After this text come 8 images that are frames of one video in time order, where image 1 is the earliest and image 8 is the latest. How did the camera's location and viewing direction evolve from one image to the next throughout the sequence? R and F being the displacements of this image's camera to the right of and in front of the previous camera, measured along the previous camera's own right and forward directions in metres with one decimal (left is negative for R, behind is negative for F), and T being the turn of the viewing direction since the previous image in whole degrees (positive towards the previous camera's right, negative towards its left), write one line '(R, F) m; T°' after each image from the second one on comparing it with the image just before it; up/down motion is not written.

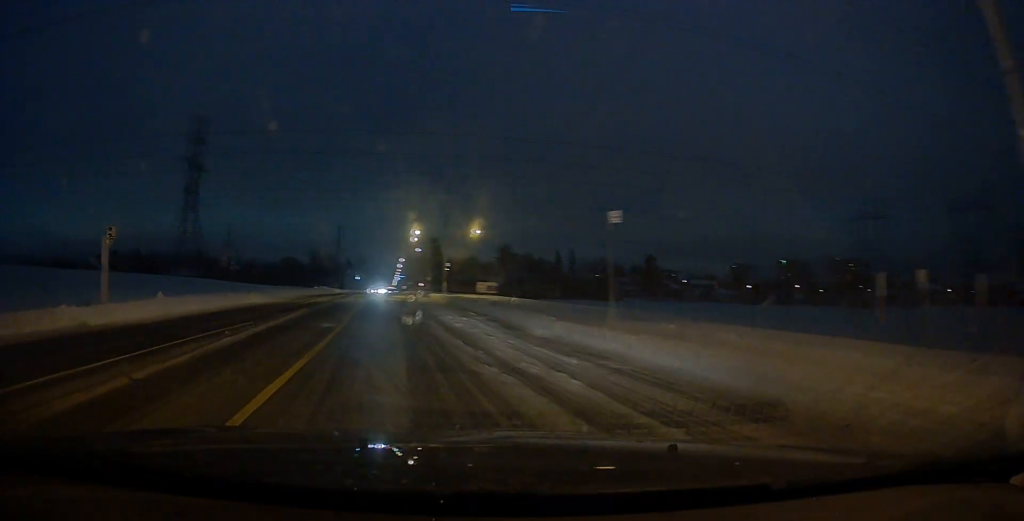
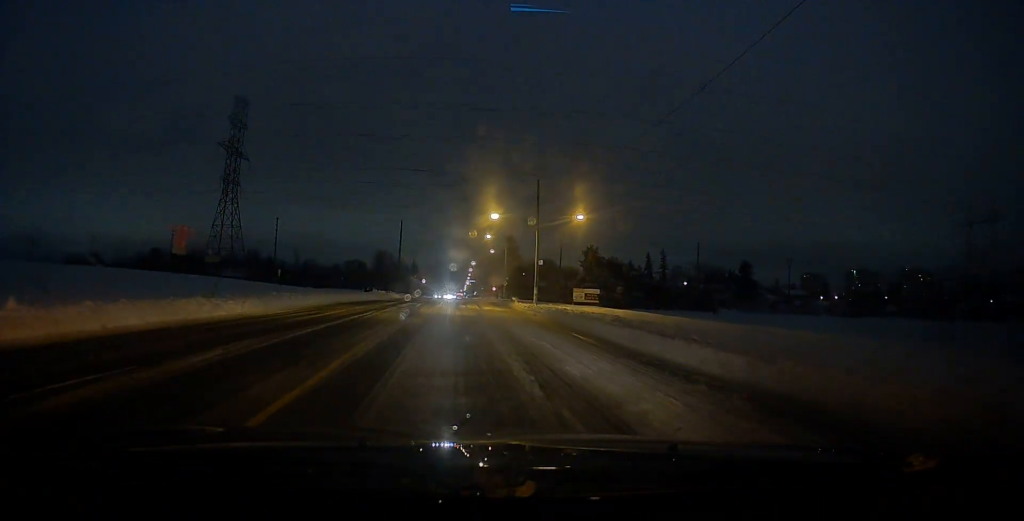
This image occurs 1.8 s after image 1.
(-3.3, +15.2) m; -16°
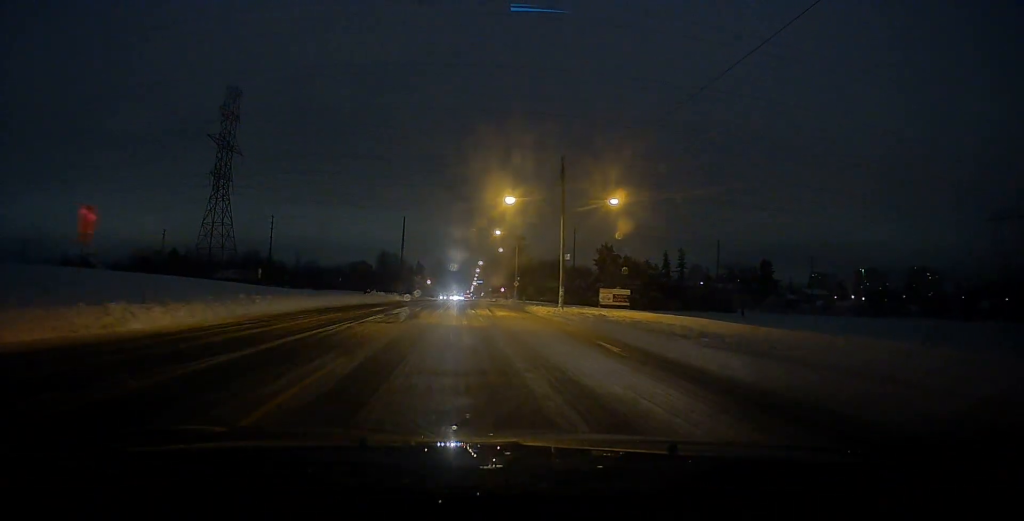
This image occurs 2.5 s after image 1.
(-0.3, +7.1) m; -1°
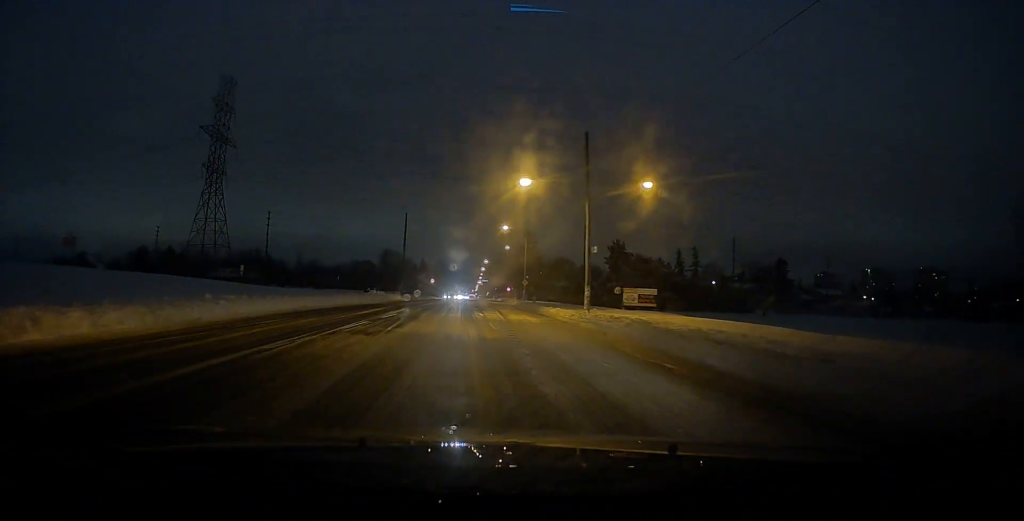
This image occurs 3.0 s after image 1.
(-0.4, +5.0) m; 0°
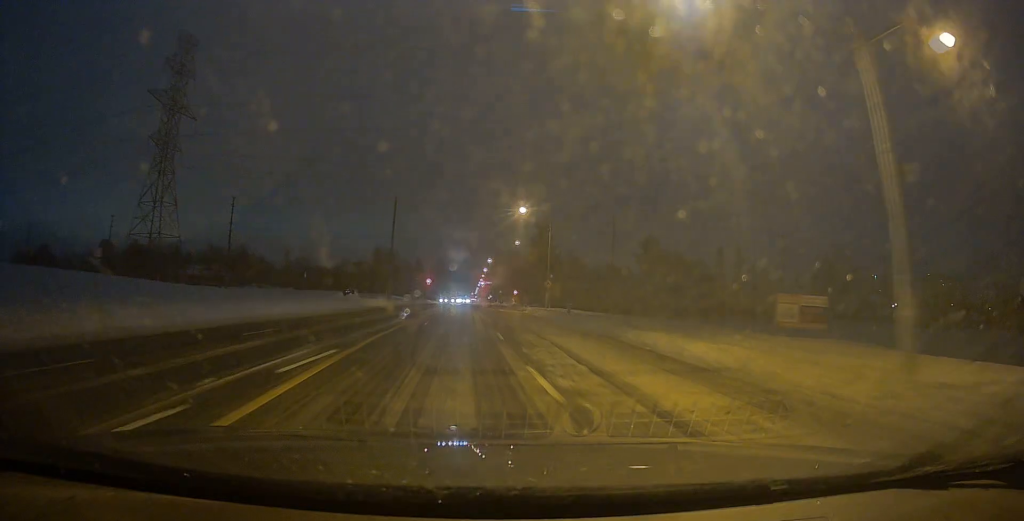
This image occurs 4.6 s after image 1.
(+0.6, +19.1) m; 0°
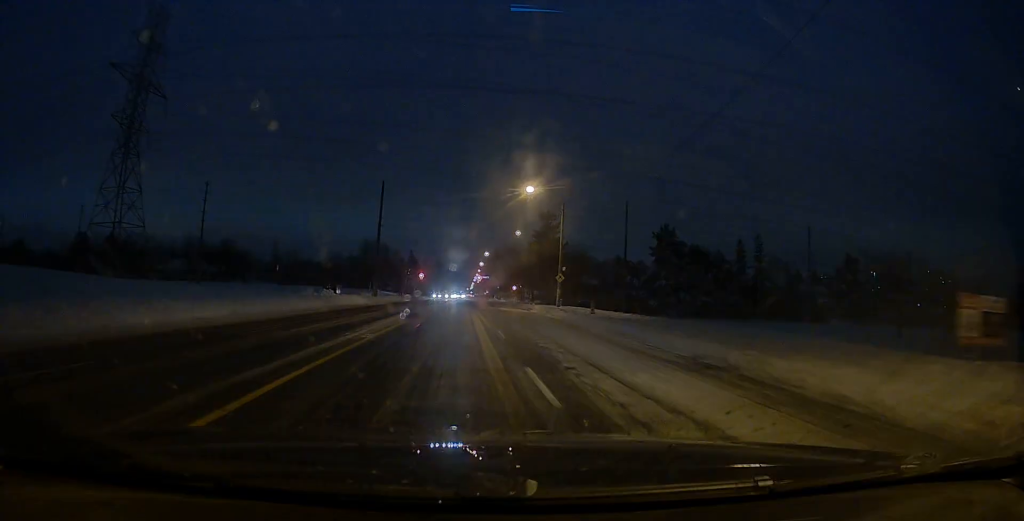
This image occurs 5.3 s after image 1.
(-0.2, +9.0) m; -1°
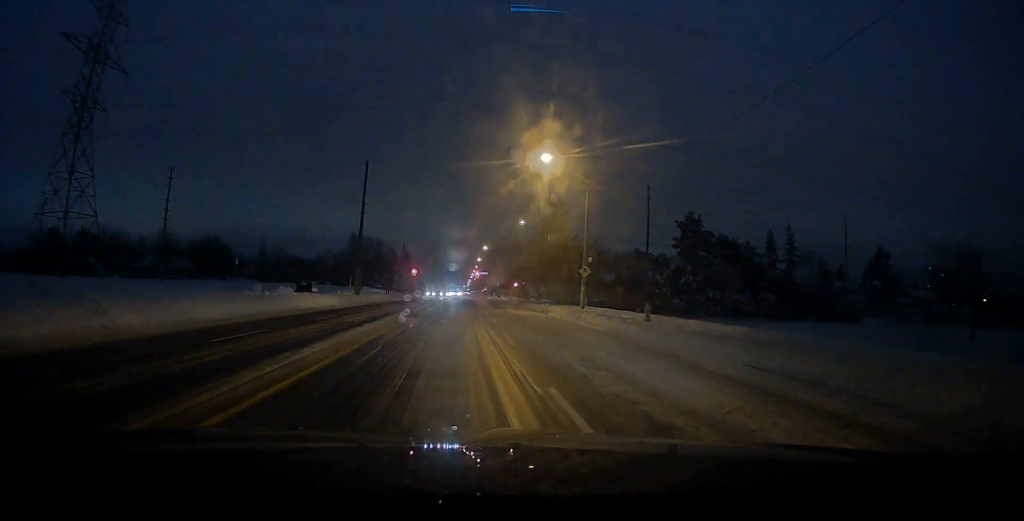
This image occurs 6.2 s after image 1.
(0.0, +11.2) m; +2°
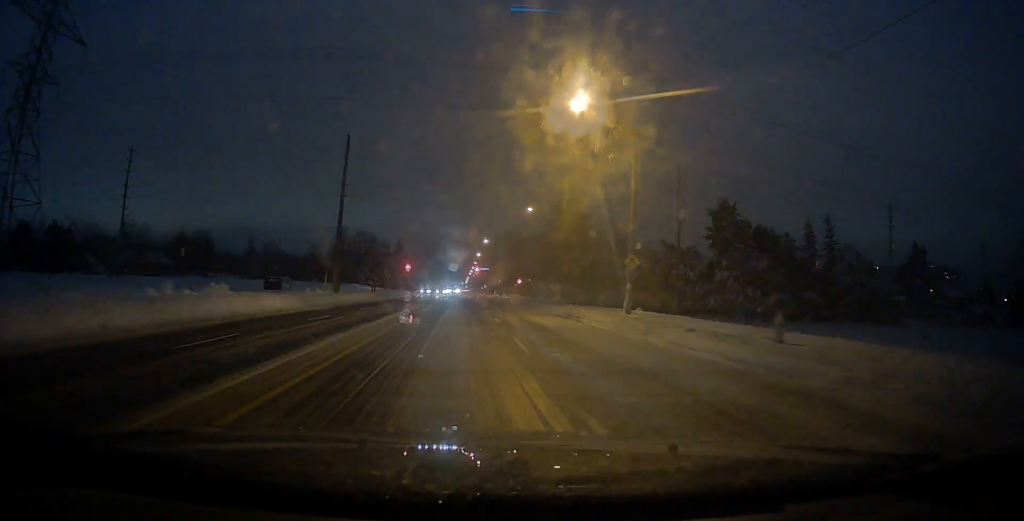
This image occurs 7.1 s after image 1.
(+0.5, +11.4) m; +1°
